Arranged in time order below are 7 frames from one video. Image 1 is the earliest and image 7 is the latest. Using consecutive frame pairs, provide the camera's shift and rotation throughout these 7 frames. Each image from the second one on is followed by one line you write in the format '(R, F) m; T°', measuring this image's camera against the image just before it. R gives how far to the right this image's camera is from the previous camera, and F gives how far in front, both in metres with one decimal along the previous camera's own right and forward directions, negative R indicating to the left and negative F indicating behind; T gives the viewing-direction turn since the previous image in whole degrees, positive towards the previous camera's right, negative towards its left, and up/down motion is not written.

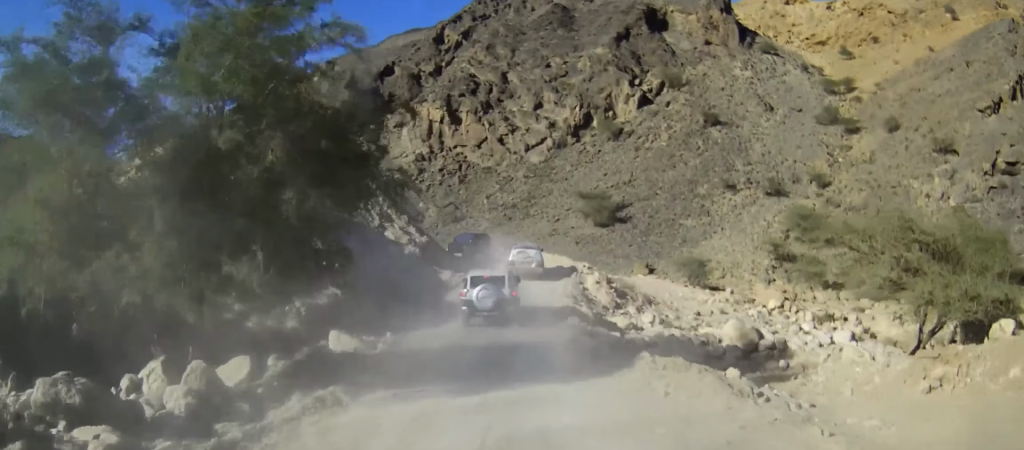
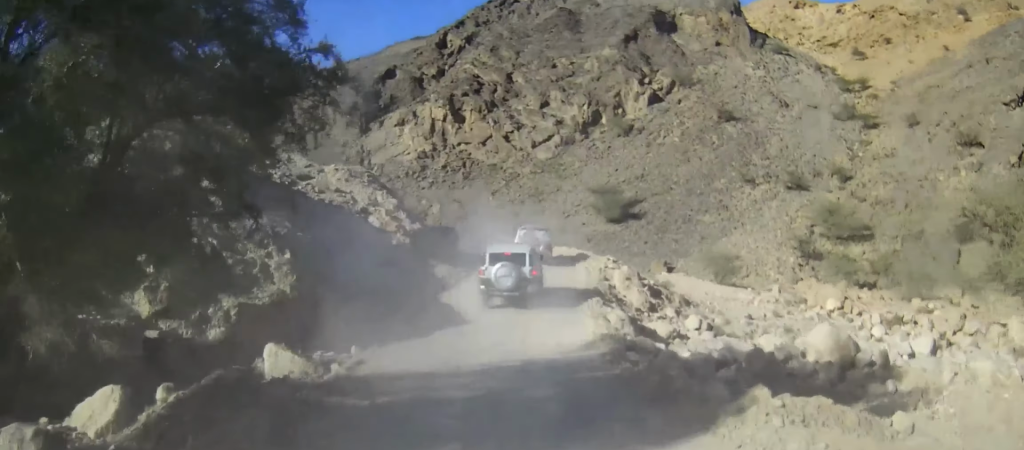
(0.0, +6.2) m; 0°
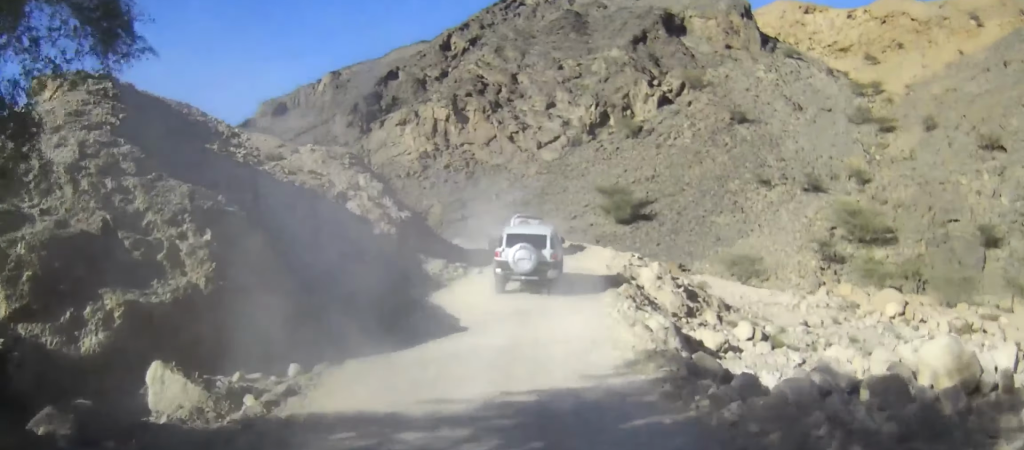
(0.0, +4.8) m; 0°
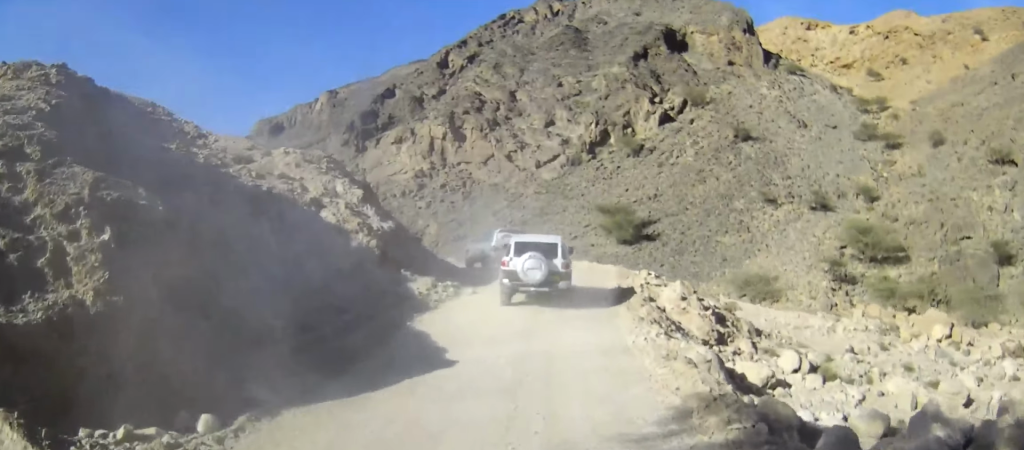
(0.0, +3.4) m; 0°
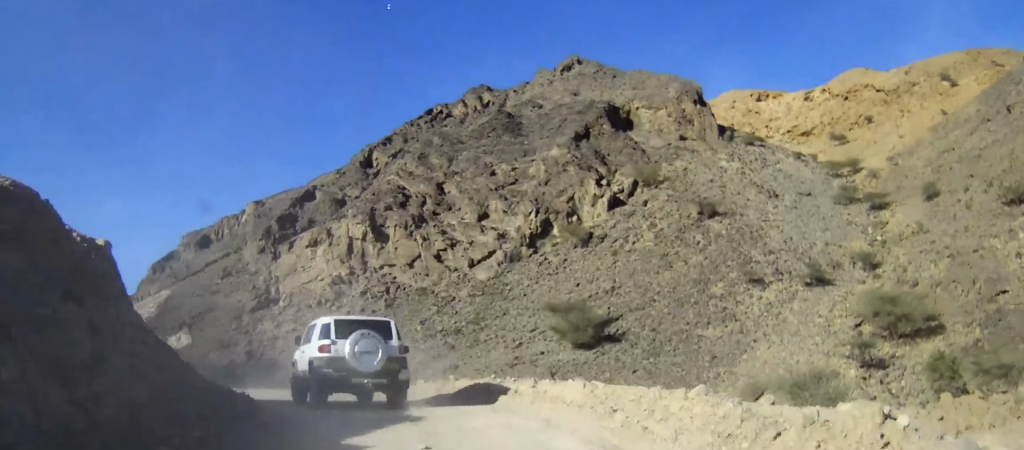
(+0.7, +19.8) m; +3°
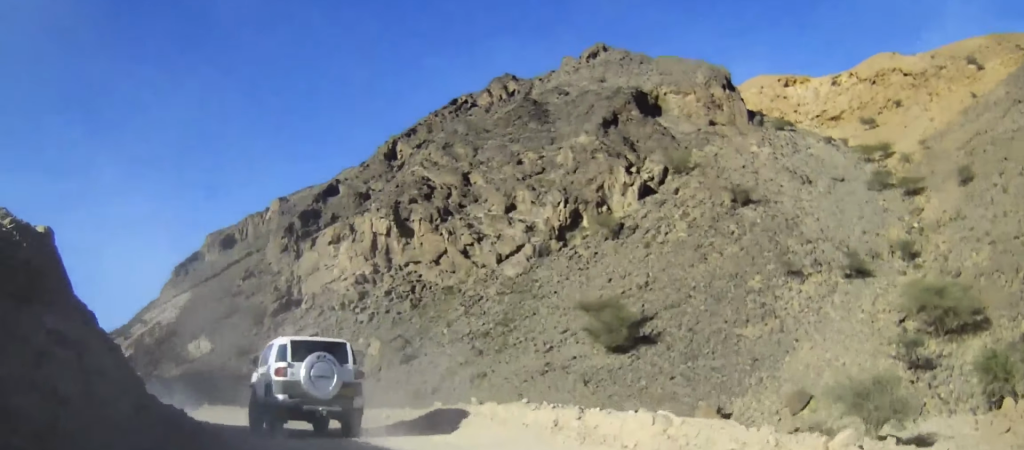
(0.0, +3.5) m; -1°
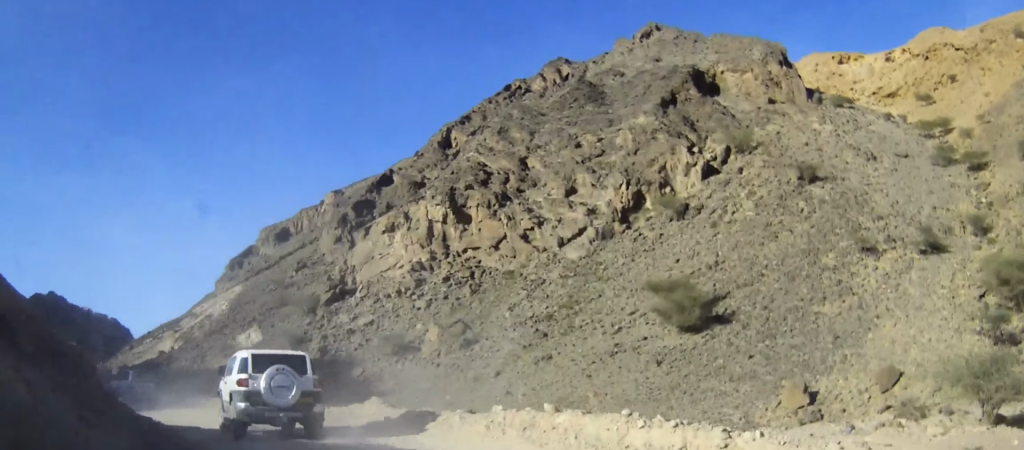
(0.0, +4.3) m; -2°
